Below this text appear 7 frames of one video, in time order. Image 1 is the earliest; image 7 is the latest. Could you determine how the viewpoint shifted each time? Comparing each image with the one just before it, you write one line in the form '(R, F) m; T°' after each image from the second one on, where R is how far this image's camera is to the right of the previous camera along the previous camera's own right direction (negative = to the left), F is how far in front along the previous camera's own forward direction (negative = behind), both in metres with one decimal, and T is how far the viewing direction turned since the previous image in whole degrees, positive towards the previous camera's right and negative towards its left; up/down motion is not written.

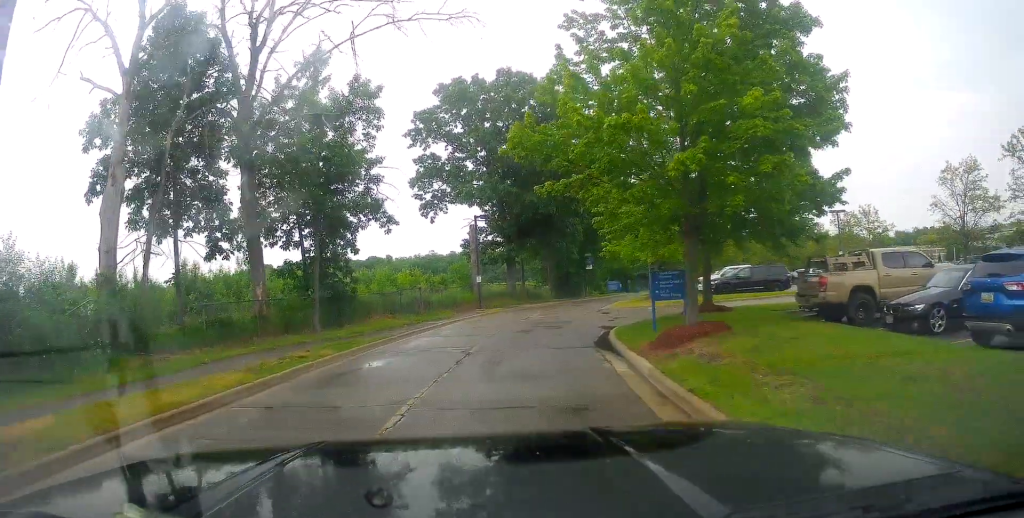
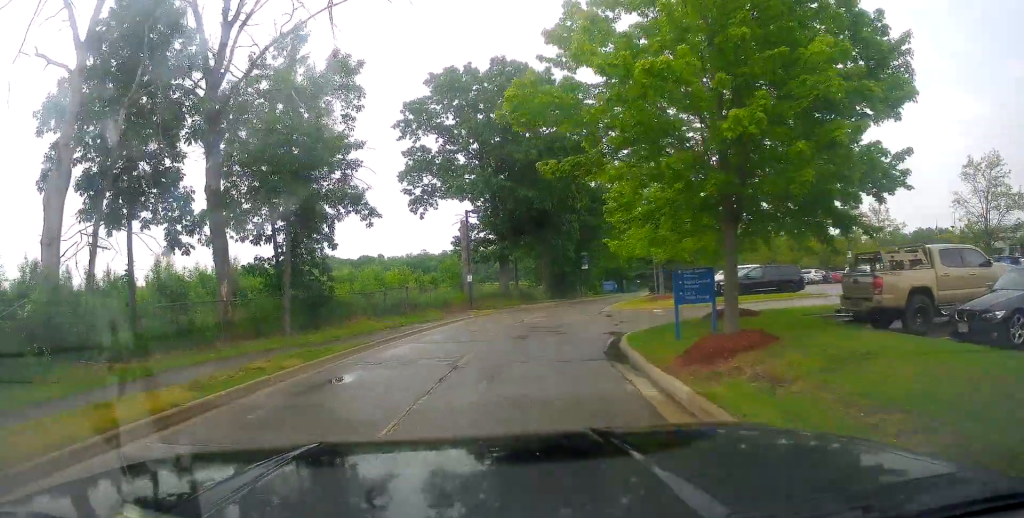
(0.0, +2.6) m; +2°
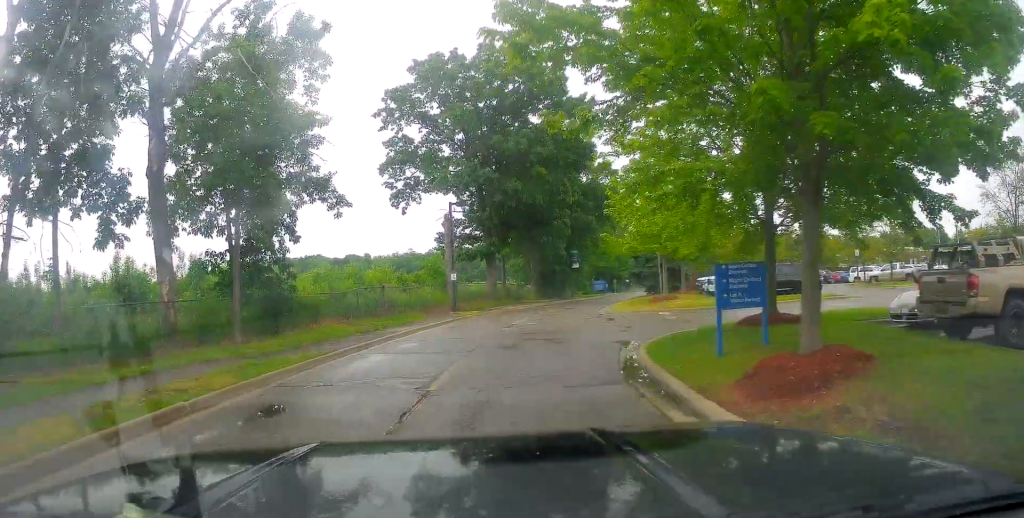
(-0.2, +3.4) m; +3°
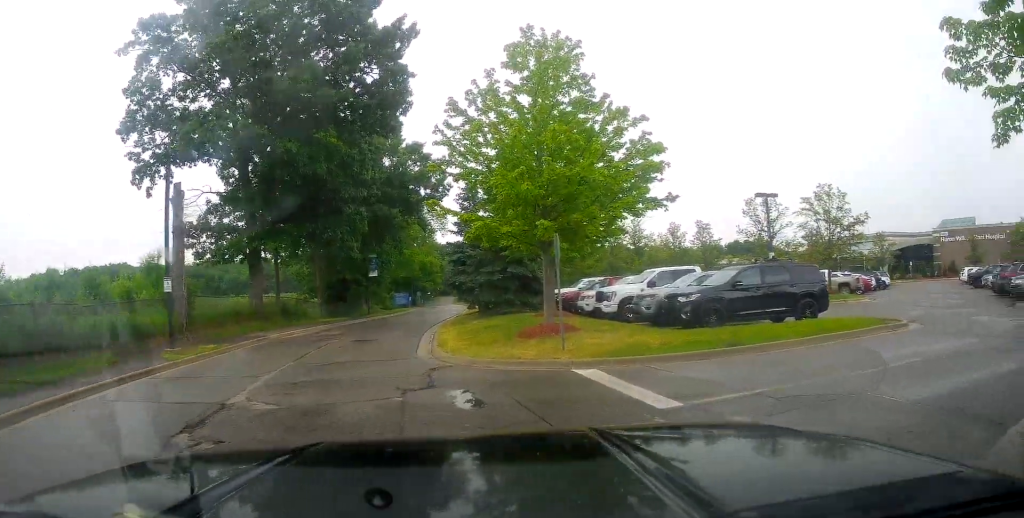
(+1.4, +15.9) m; +21°
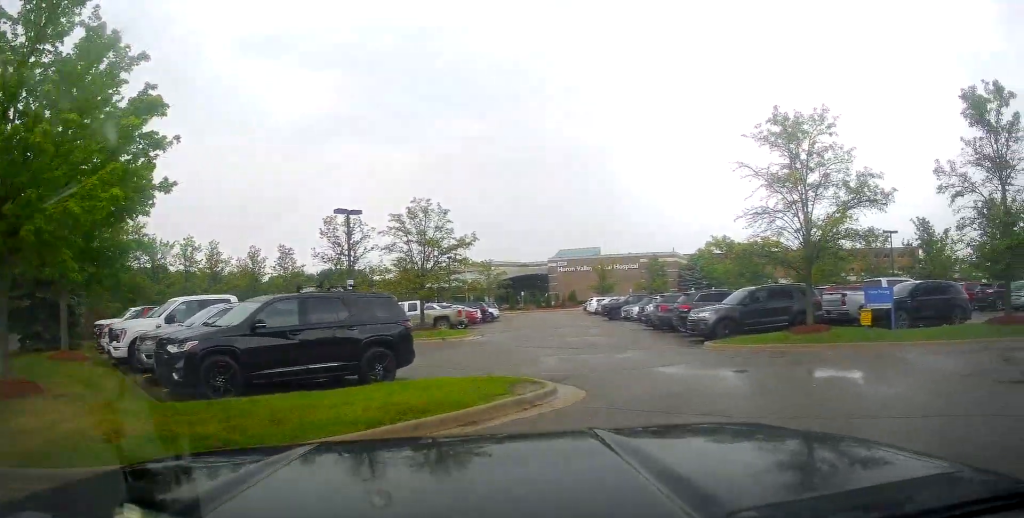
(+1.6, +5.6) m; +40°
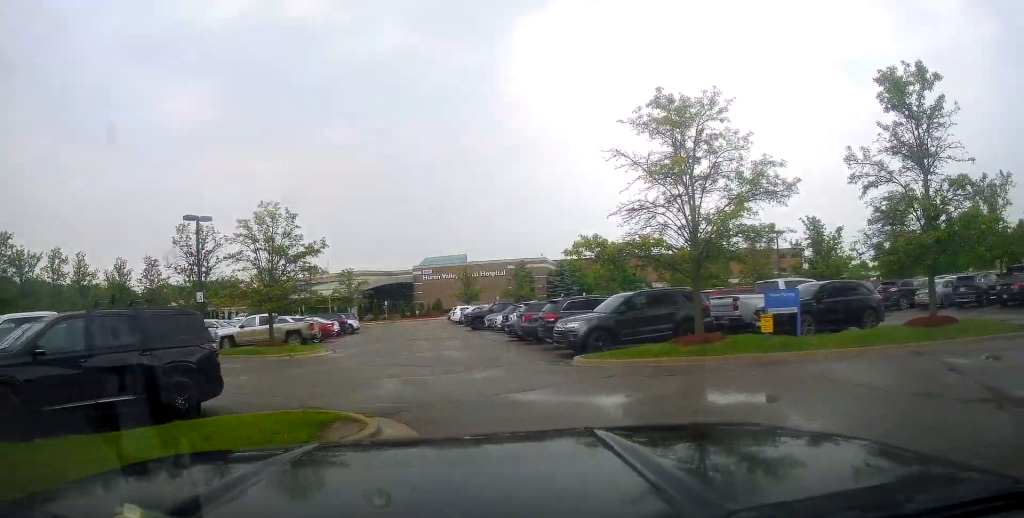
(+0.3, +2.2) m; +8°
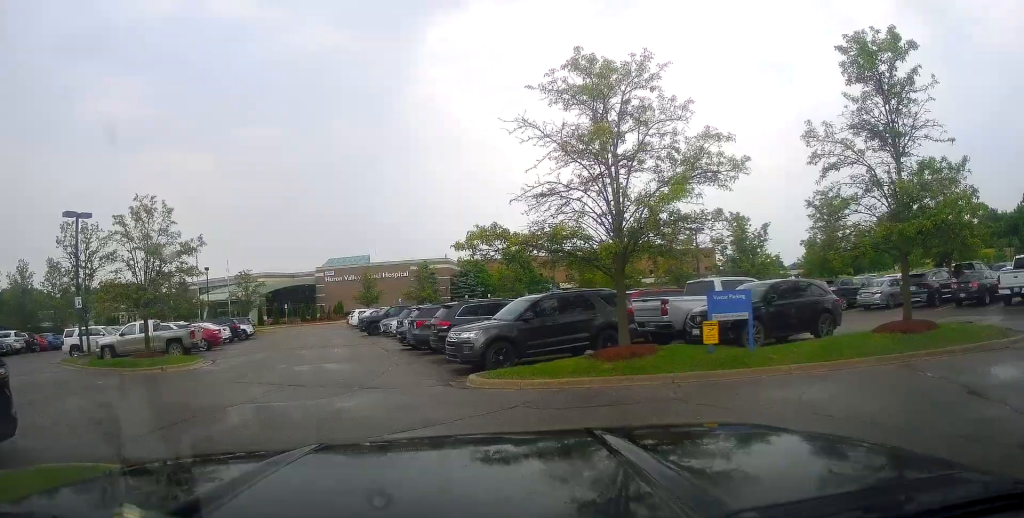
(+0.2, +3.0) m; +10°
